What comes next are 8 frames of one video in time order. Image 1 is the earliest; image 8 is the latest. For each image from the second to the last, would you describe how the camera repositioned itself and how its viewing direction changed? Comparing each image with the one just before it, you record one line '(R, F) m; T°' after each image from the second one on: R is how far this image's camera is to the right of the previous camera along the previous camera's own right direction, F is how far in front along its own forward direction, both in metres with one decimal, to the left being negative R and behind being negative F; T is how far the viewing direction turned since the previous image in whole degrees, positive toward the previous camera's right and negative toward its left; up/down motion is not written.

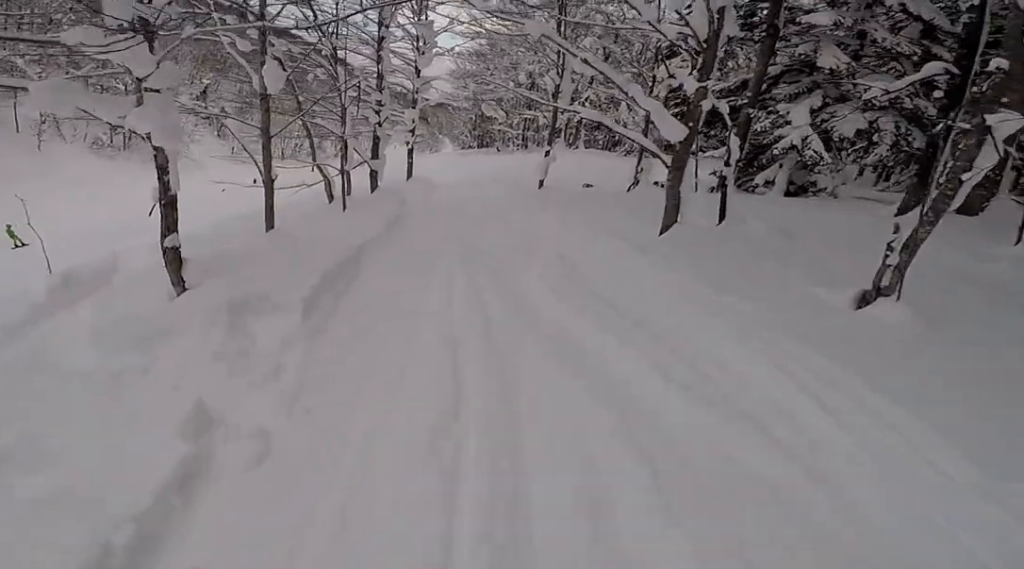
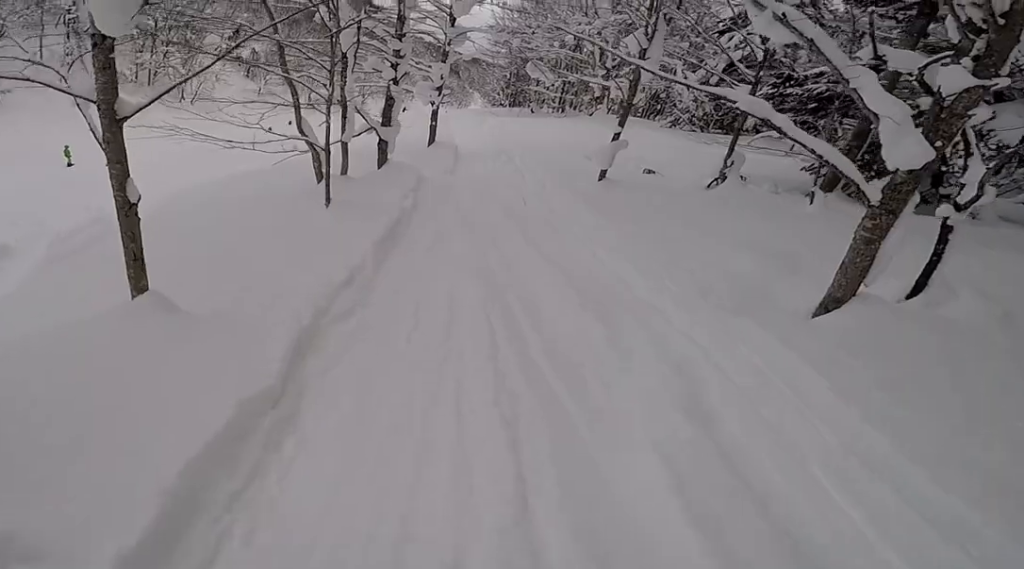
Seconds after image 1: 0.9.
(-0.4, +2.6) m; -3°
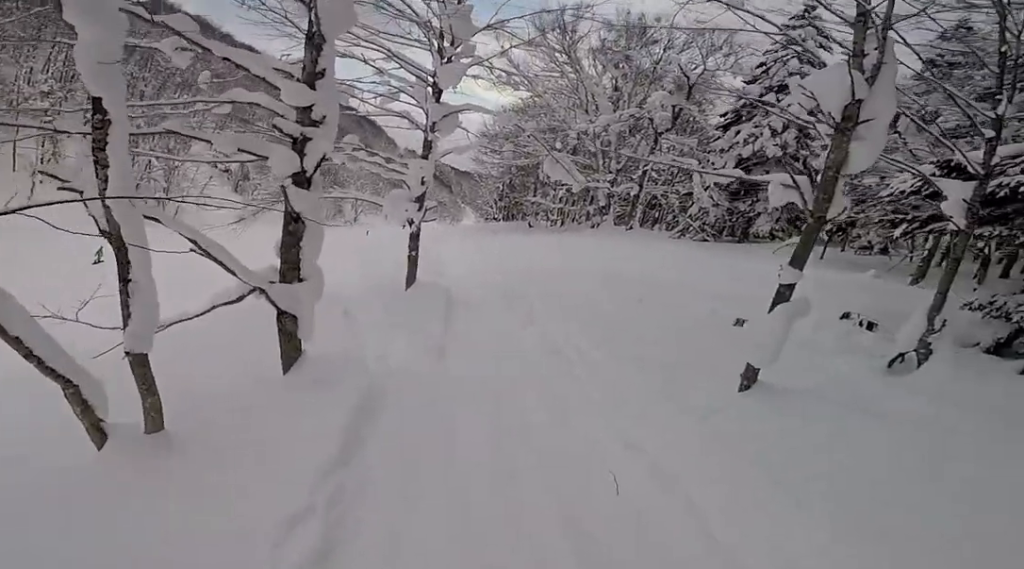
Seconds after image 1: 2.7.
(+0.6, +4.6) m; -1°
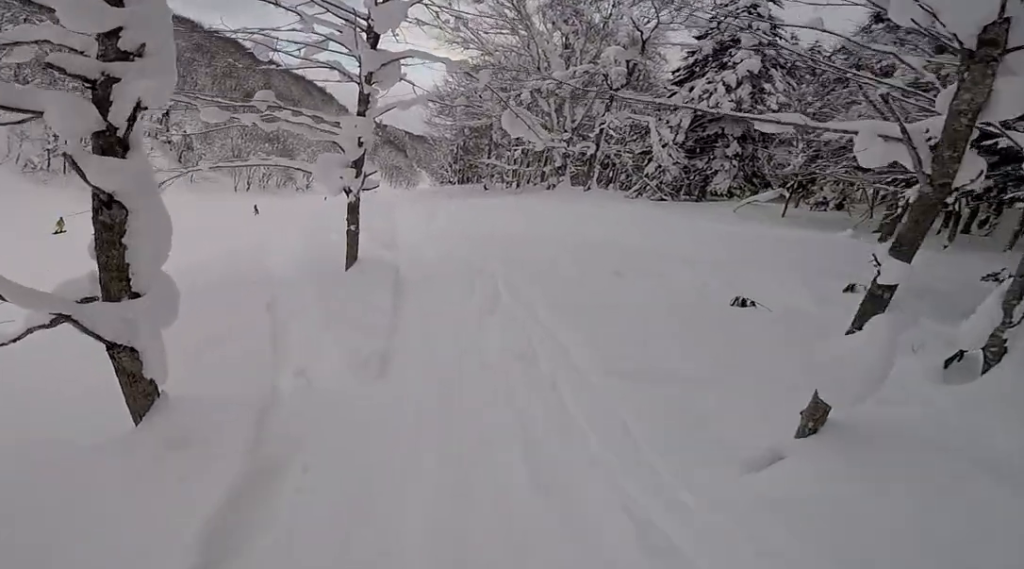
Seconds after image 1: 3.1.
(-0.2, +1.3) m; +2°
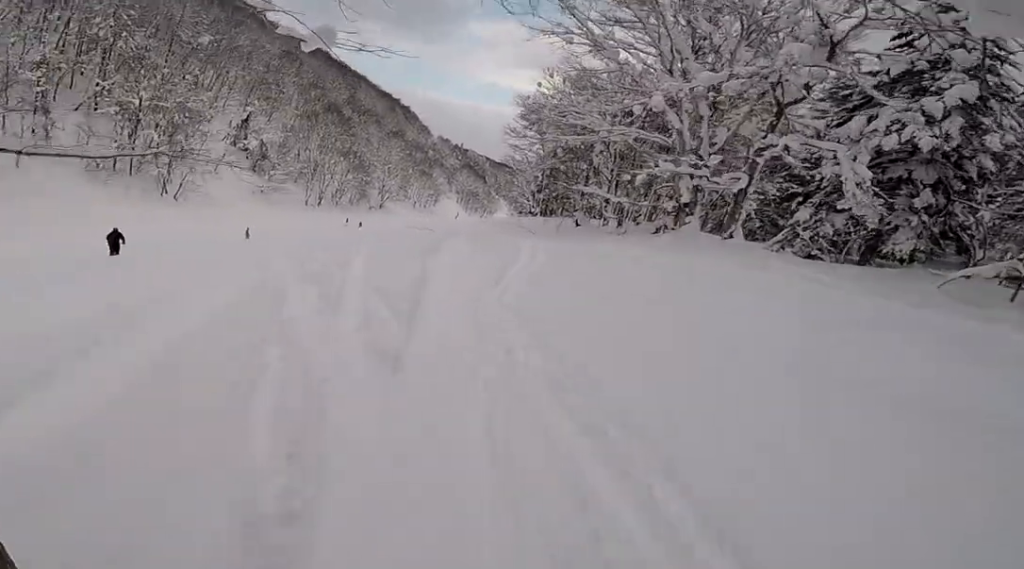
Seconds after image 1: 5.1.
(+0.3, +6.3) m; +1°
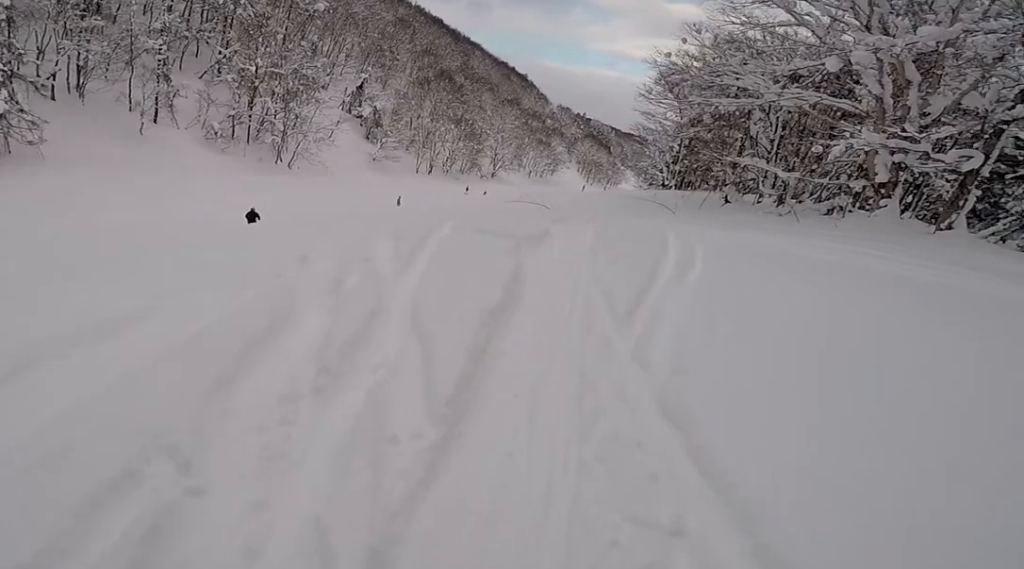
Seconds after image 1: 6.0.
(-0.3, +3.0) m; -2°
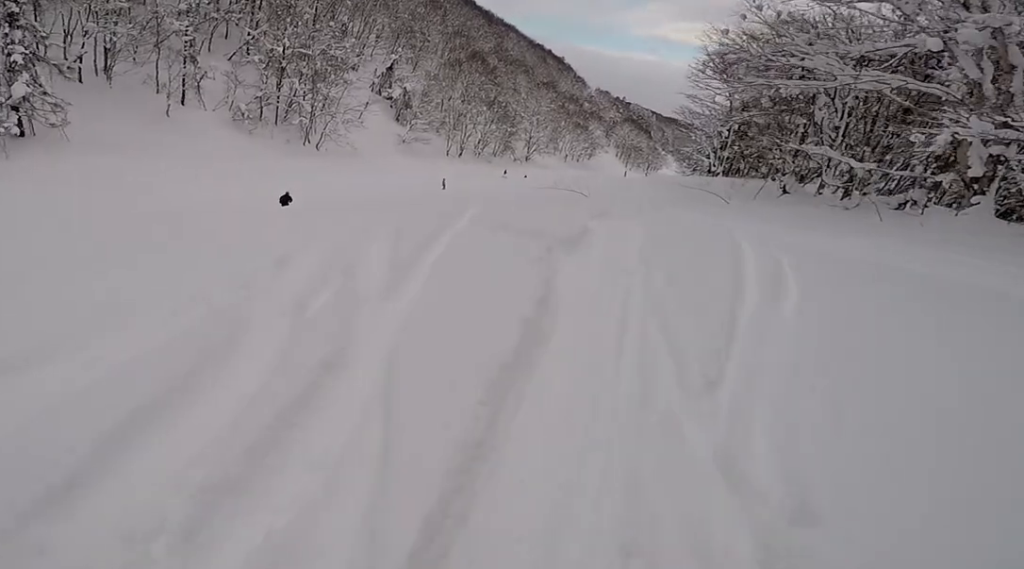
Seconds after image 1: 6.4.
(+0.3, +1.6) m; -2°
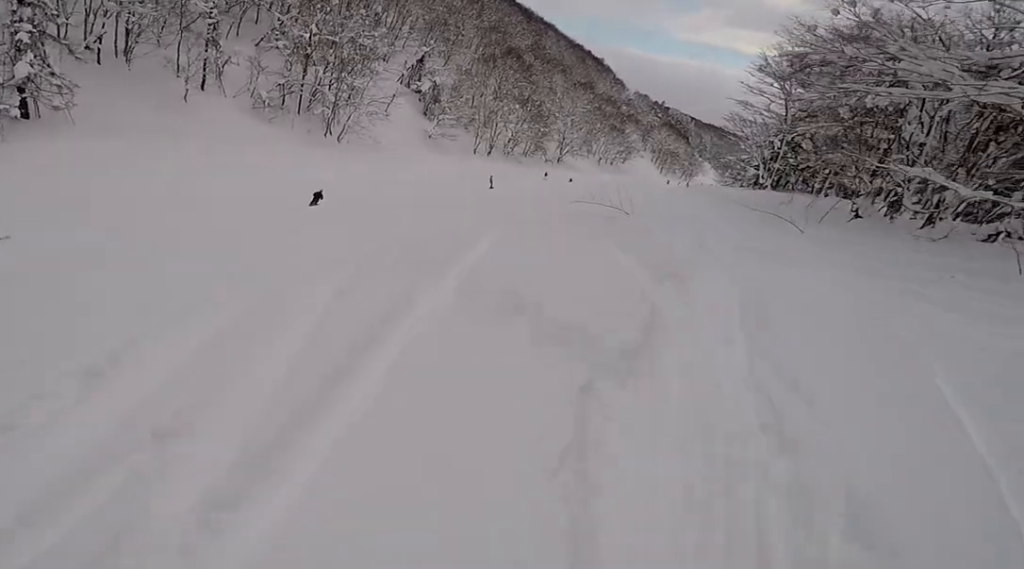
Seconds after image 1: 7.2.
(-0.3, +3.2) m; -9°
